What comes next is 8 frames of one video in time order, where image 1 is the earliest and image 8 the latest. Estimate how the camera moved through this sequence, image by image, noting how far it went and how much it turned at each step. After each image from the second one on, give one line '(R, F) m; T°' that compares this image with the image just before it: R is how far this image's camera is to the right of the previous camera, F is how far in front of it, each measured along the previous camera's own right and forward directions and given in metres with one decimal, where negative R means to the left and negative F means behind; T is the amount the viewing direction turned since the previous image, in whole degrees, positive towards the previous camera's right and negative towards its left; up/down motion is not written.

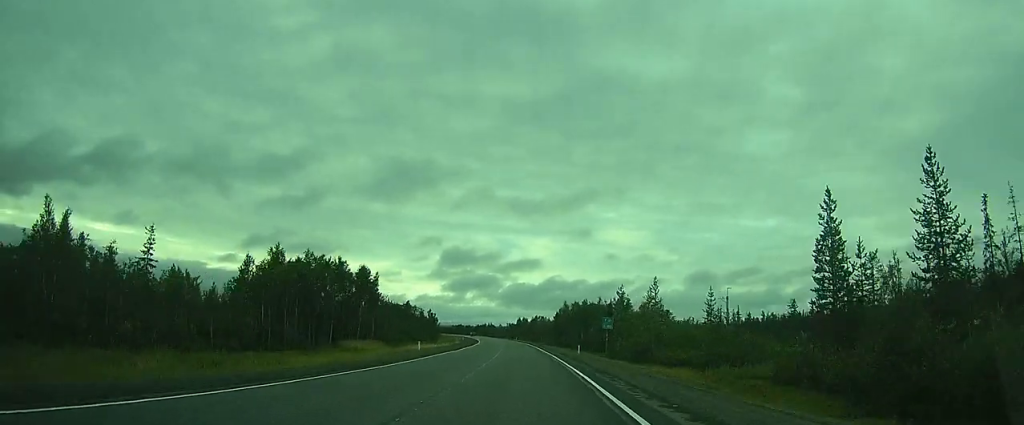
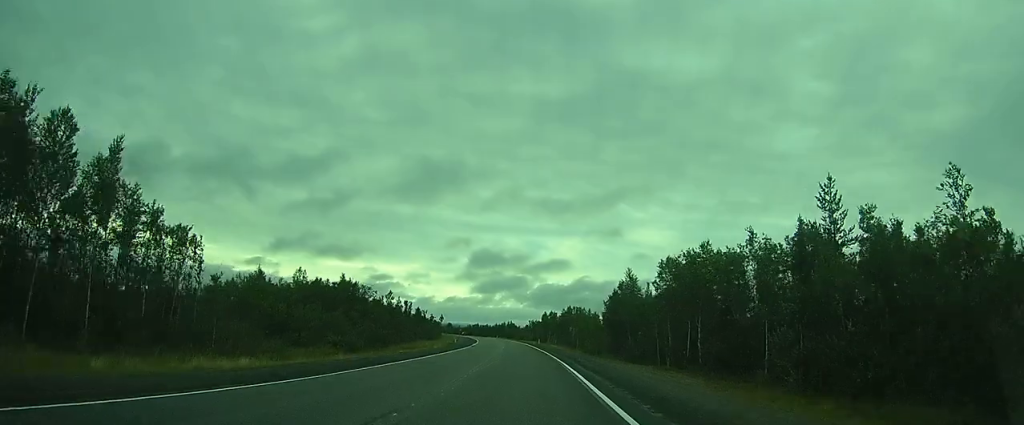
(-1.2, +52.9) m; -1°
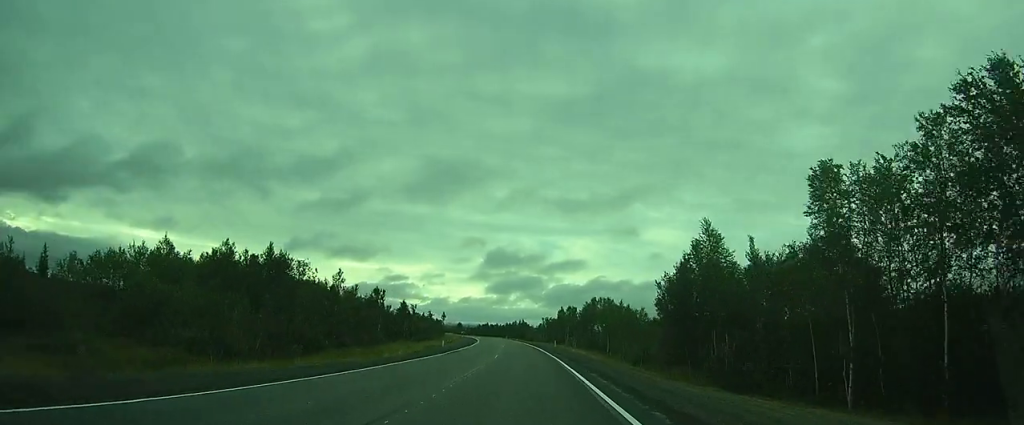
(+0.1, +23.6) m; 0°
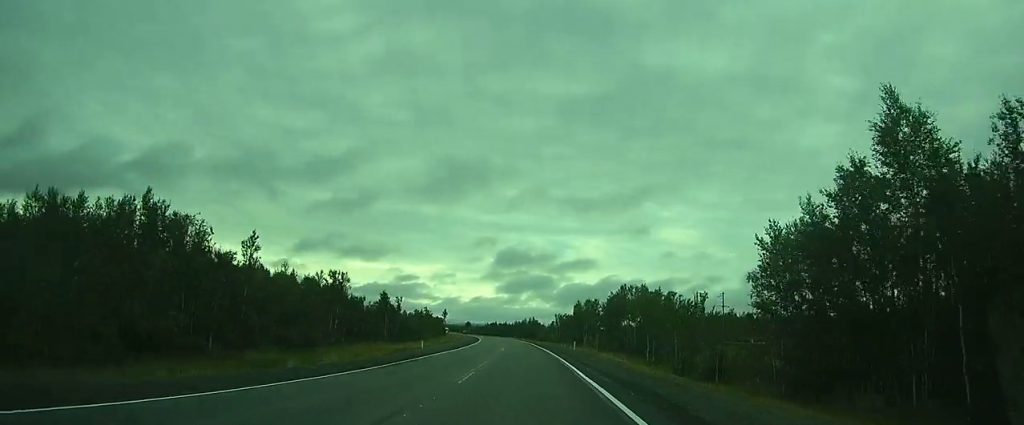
(0.0, +18.5) m; -1°
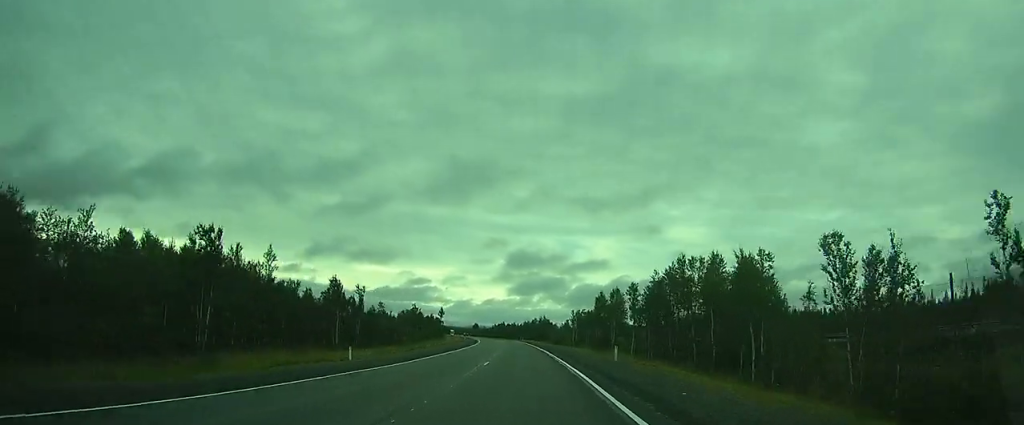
(-0.4, +22.3) m; -2°
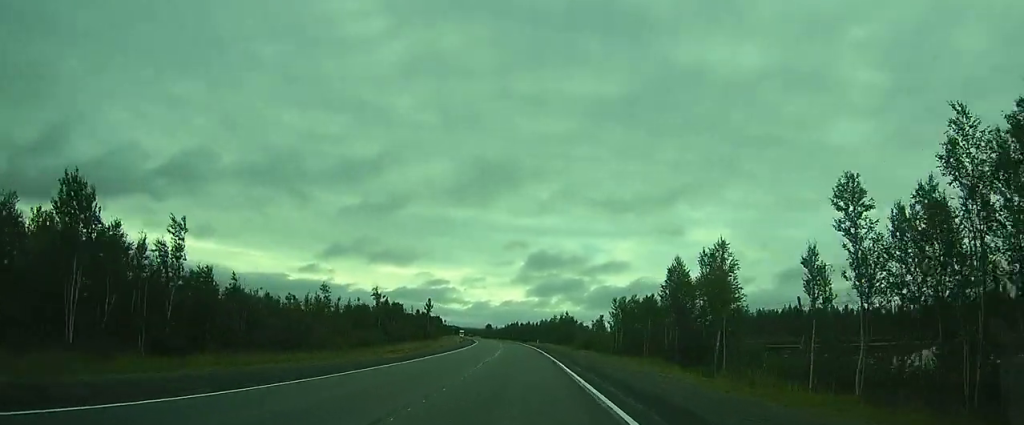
(-1.0, +35.9) m; -2°
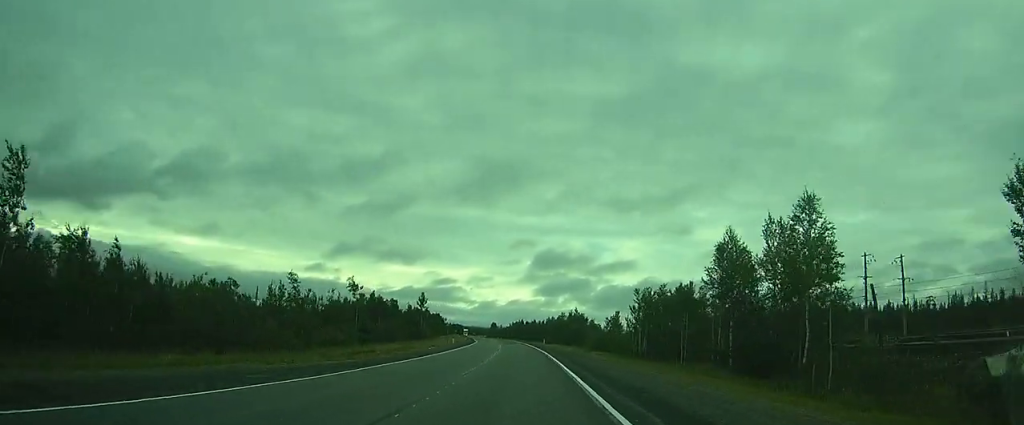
(-0.1, +11.2) m; 0°
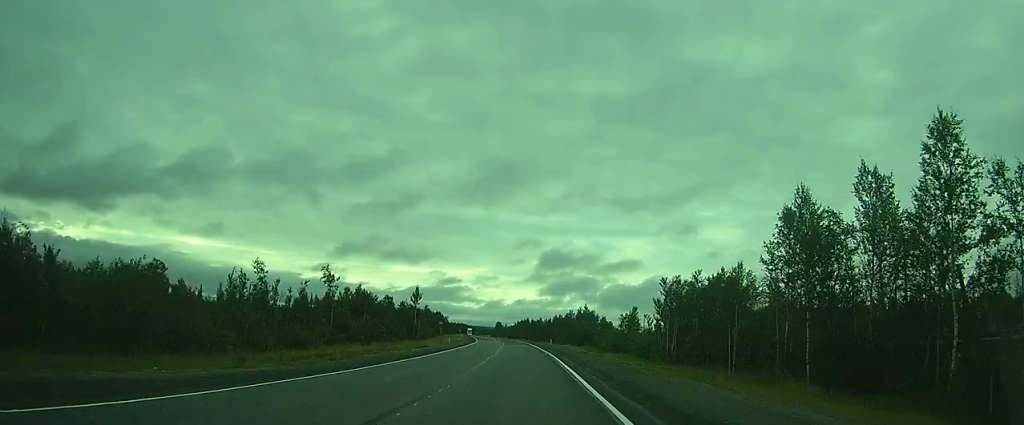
(0.0, +8.9) m; 0°
